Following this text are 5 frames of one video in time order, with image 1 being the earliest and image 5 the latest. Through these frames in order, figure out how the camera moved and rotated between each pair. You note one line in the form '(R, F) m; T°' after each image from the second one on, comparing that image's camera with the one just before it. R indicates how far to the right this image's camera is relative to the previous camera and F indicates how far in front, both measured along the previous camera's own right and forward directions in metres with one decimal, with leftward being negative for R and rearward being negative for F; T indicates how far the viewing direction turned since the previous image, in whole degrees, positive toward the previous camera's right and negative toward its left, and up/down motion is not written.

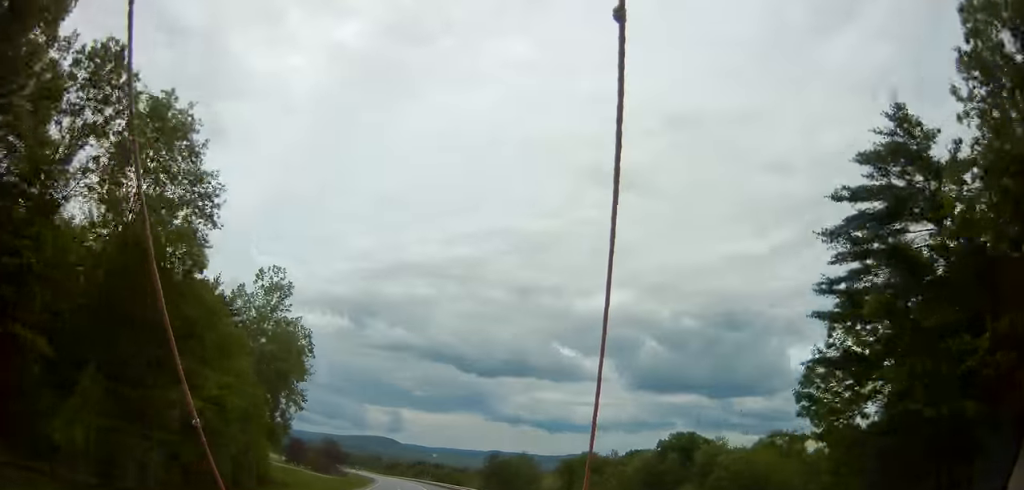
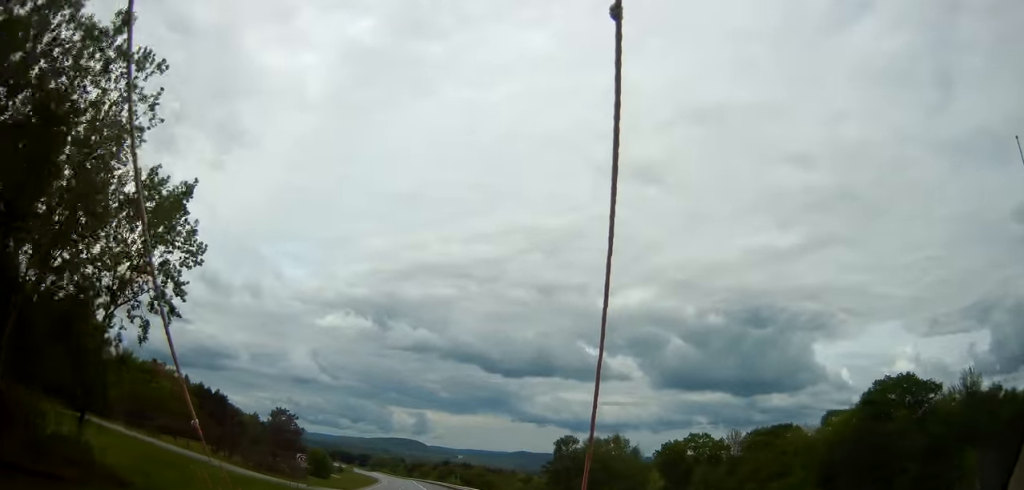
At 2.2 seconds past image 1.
(-1.4, +58.2) m; -3°
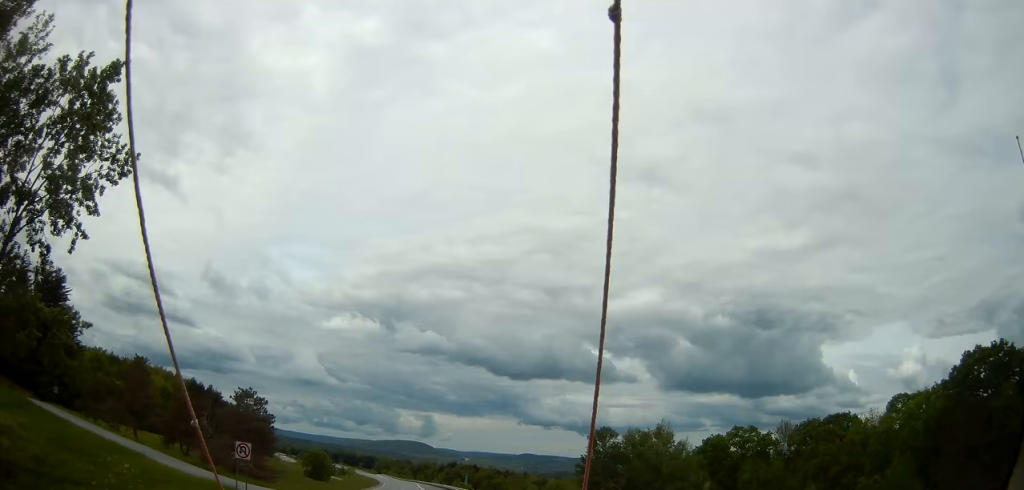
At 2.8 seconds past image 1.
(+0.1, +15.7) m; -1°
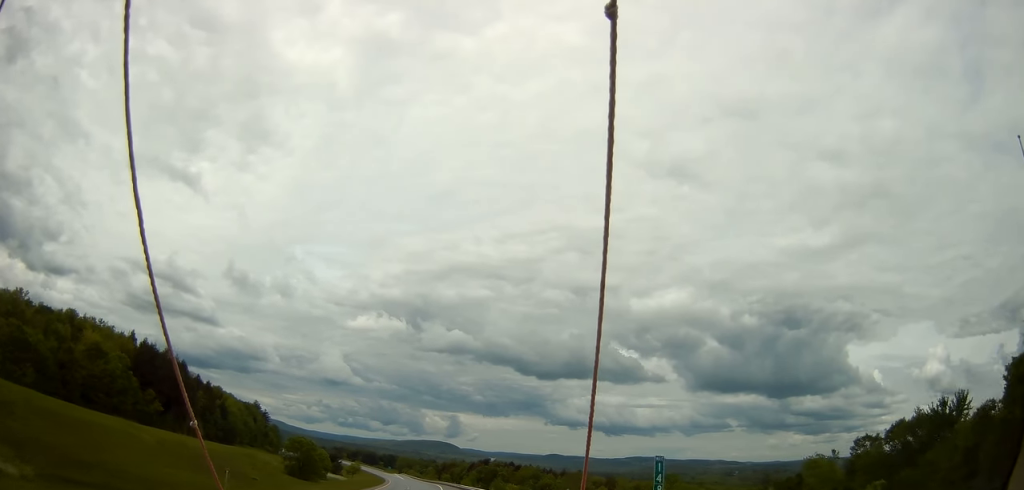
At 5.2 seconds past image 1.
(-2.6, +61.9) m; -3°
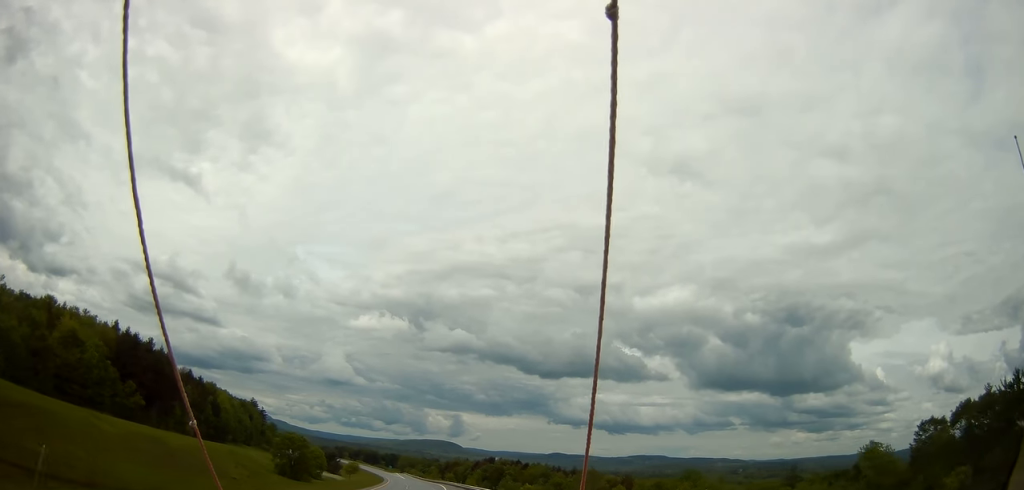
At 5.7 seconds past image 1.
(0.0, +13.1) m; 0°
